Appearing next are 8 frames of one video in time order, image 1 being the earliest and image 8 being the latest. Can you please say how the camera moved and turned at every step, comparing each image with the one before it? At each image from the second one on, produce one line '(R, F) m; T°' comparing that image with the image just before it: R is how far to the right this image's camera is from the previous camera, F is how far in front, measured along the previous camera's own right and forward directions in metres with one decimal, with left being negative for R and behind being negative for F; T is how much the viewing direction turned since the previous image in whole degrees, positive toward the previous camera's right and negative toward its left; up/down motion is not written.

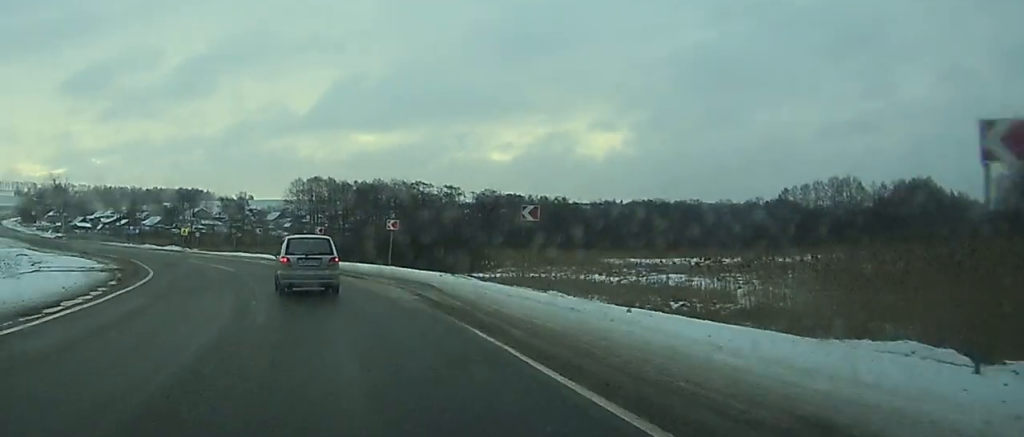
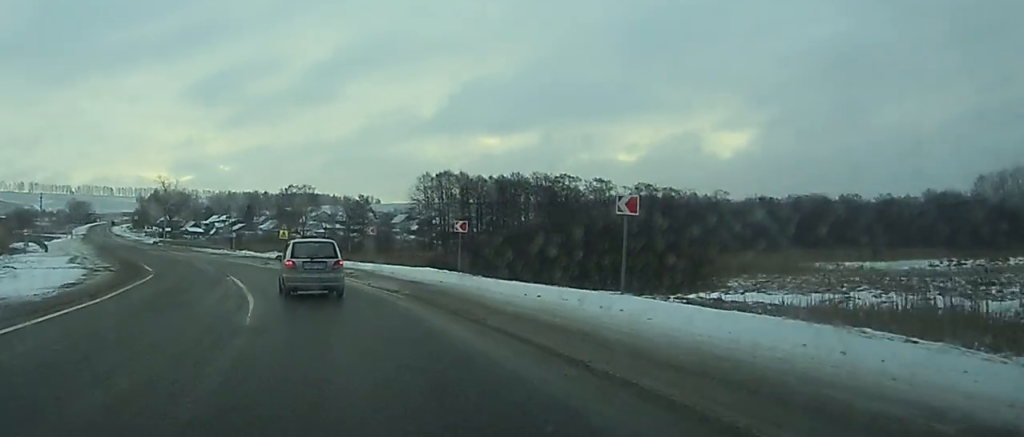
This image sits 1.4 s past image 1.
(-1.7, +23.0) m; -8°
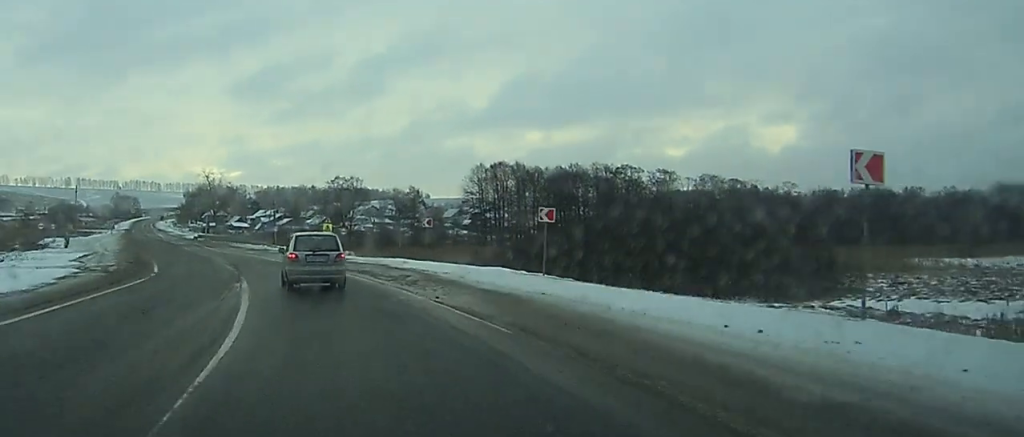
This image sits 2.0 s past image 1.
(-0.3, +9.8) m; -3°
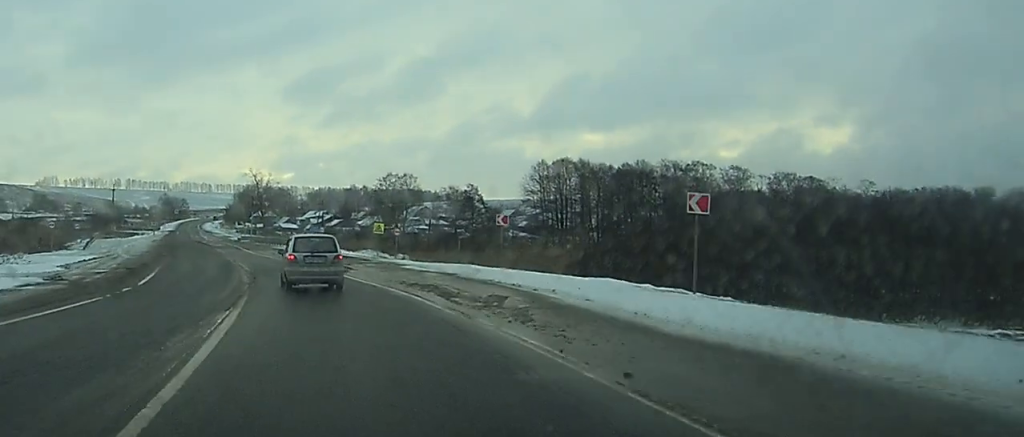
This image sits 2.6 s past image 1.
(0.0, +11.9) m; -3°
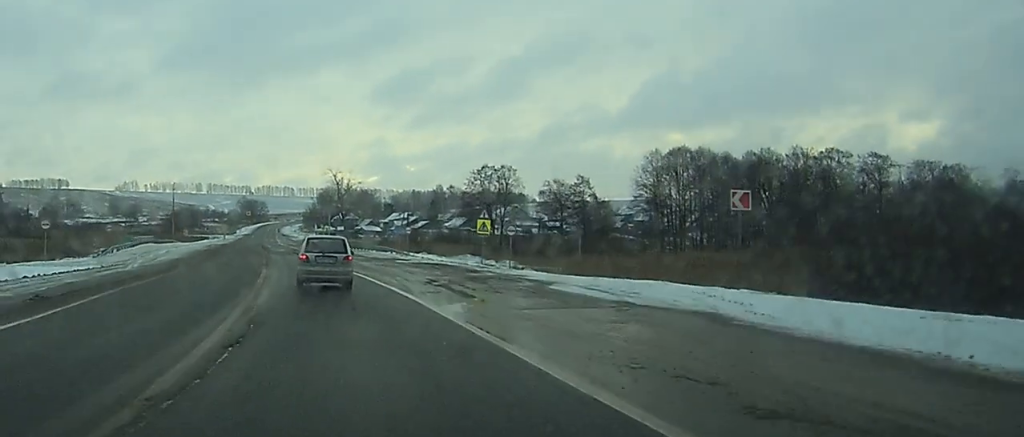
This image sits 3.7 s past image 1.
(-1.4, +21.8) m; -9°
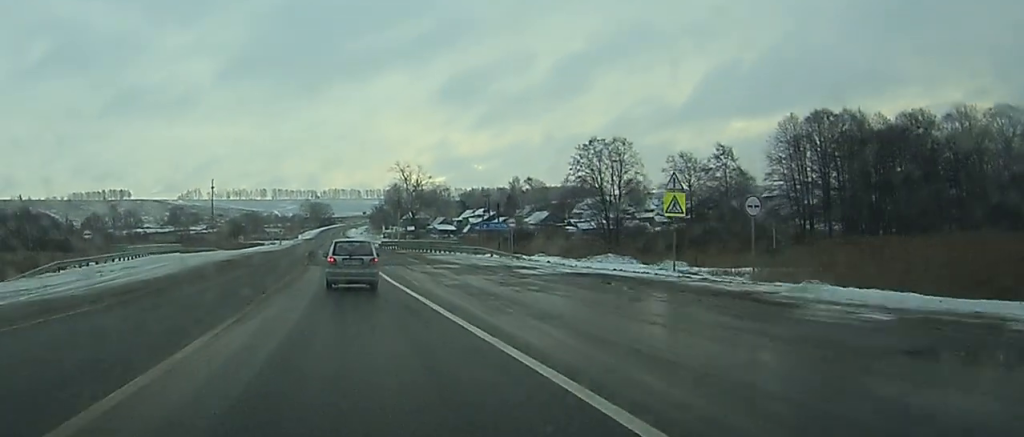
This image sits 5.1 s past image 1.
(-2.1, +27.7) m; -5°
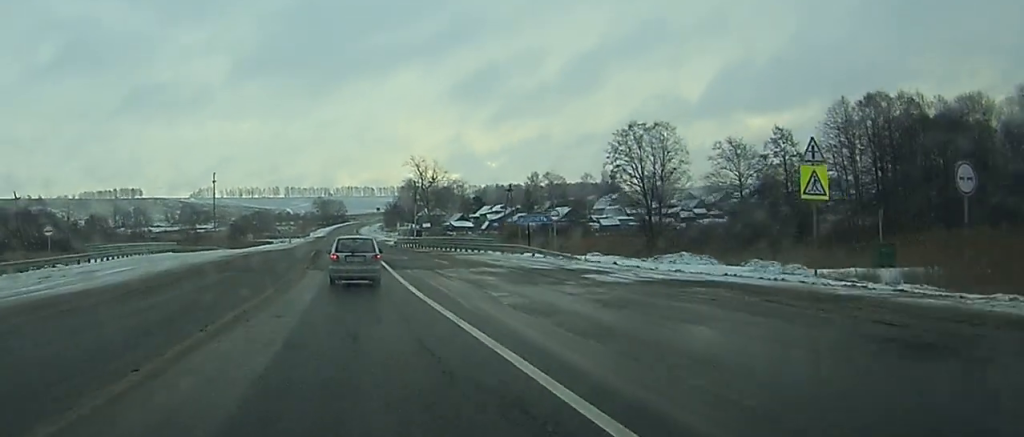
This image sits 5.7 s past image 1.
(+0.1, +10.5) m; -1°
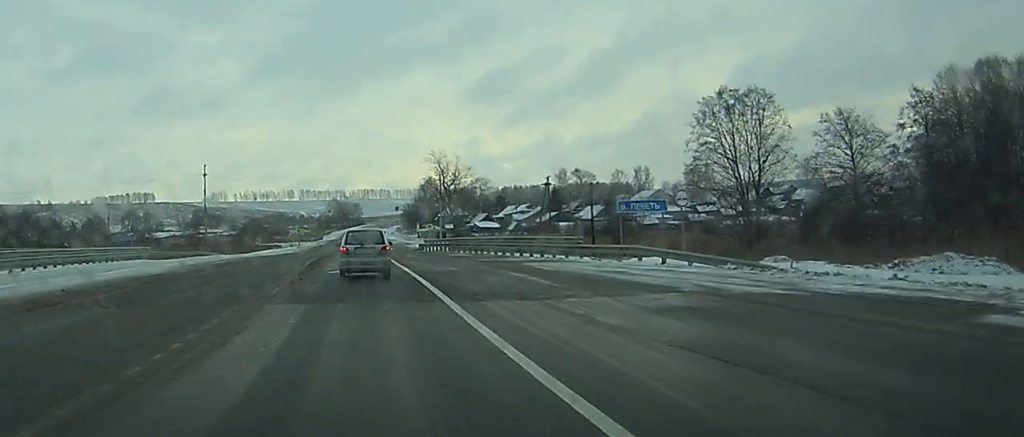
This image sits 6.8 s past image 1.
(-0.6, +19.6) m; -2°
